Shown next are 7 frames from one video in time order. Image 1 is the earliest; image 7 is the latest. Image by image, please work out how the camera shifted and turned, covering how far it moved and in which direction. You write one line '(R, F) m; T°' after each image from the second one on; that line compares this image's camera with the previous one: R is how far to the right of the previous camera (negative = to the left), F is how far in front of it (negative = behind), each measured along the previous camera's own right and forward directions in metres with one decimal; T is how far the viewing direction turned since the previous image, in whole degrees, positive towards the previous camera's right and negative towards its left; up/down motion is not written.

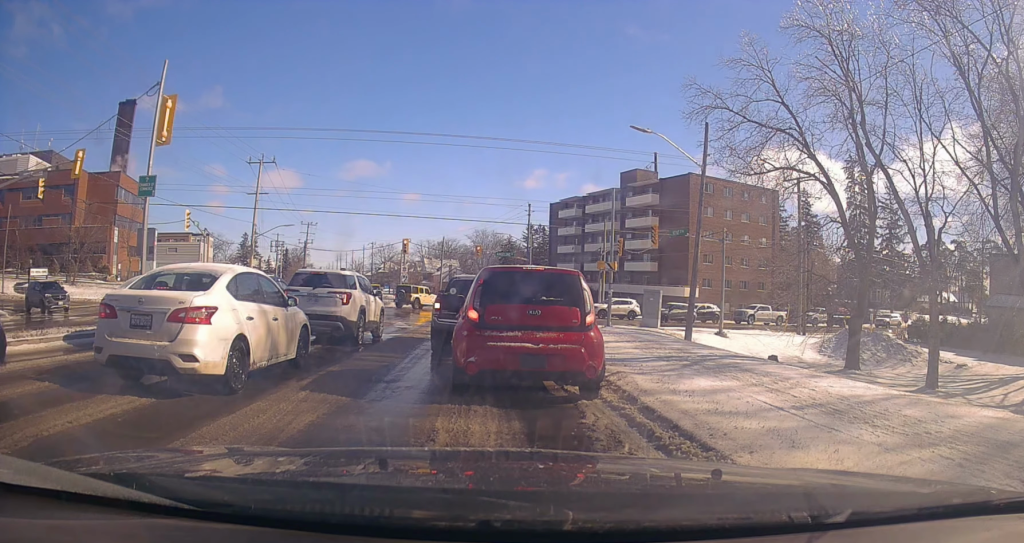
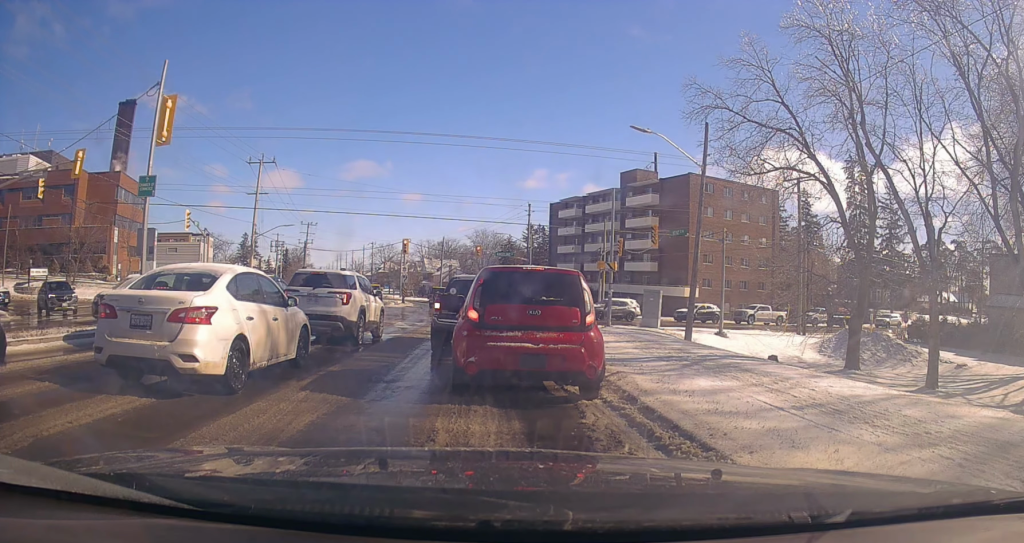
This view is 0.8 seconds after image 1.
(0.0, 0.0) m; 0°
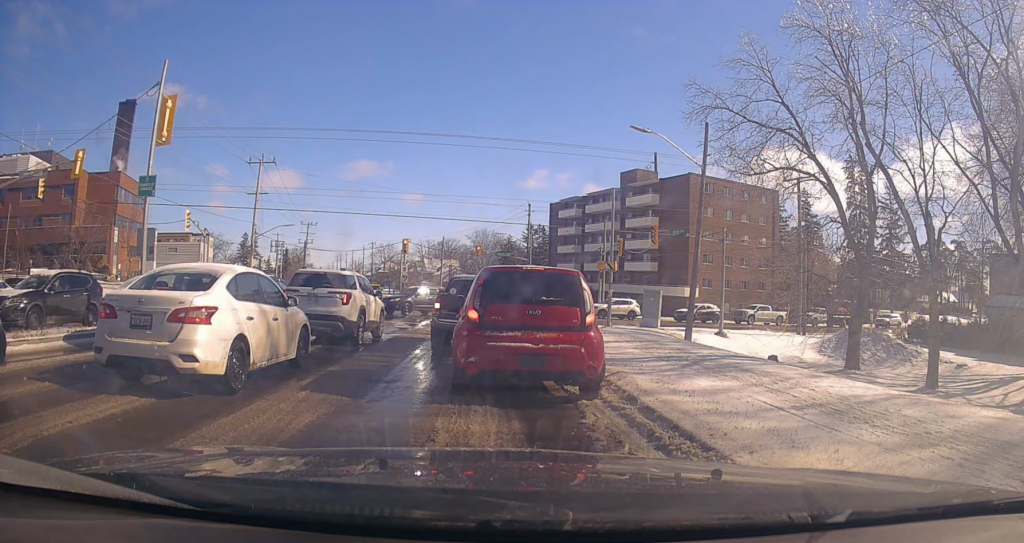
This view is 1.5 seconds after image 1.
(0.0, 0.0) m; 0°
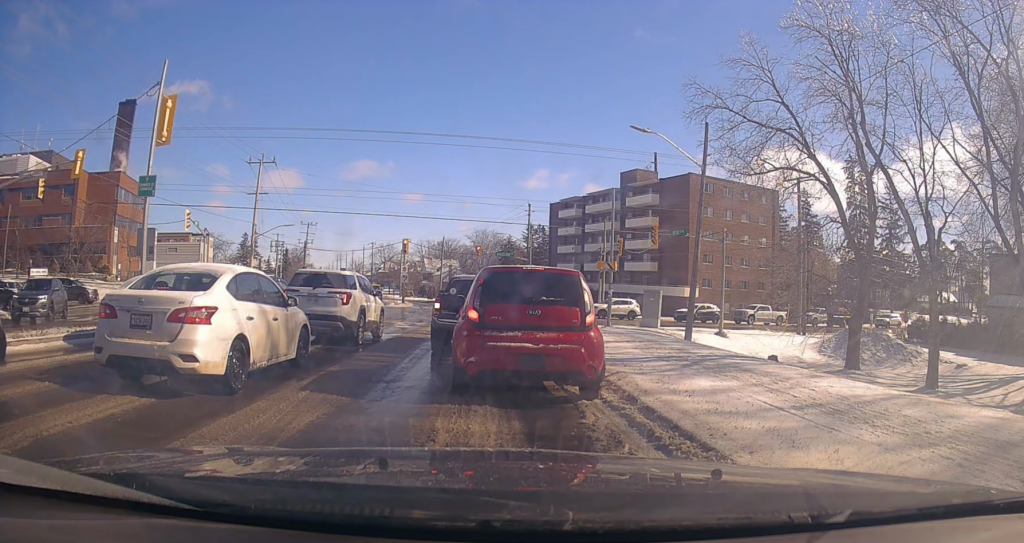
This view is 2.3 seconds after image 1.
(0.0, 0.0) m; 0°
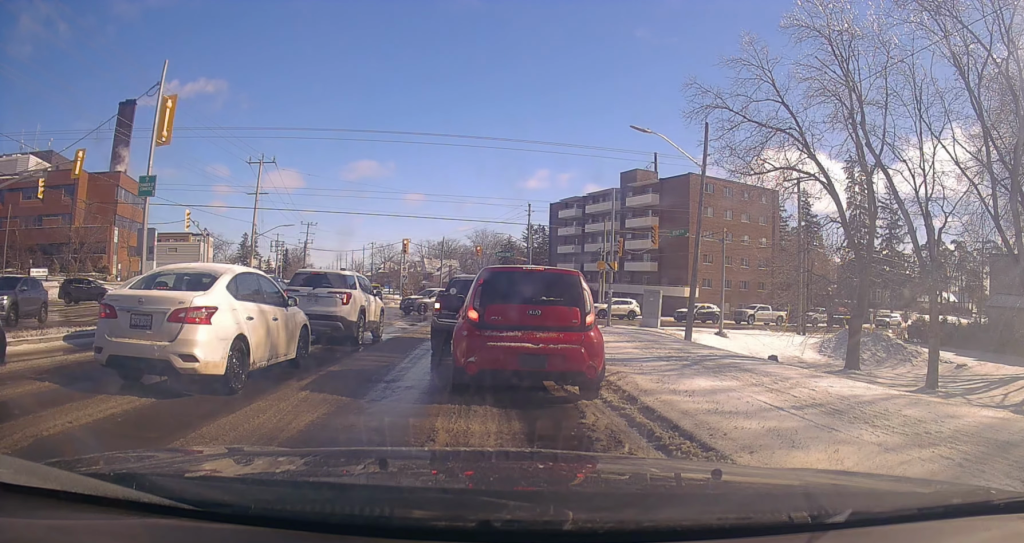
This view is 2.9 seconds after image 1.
(0.0, 0.0) m; 0°
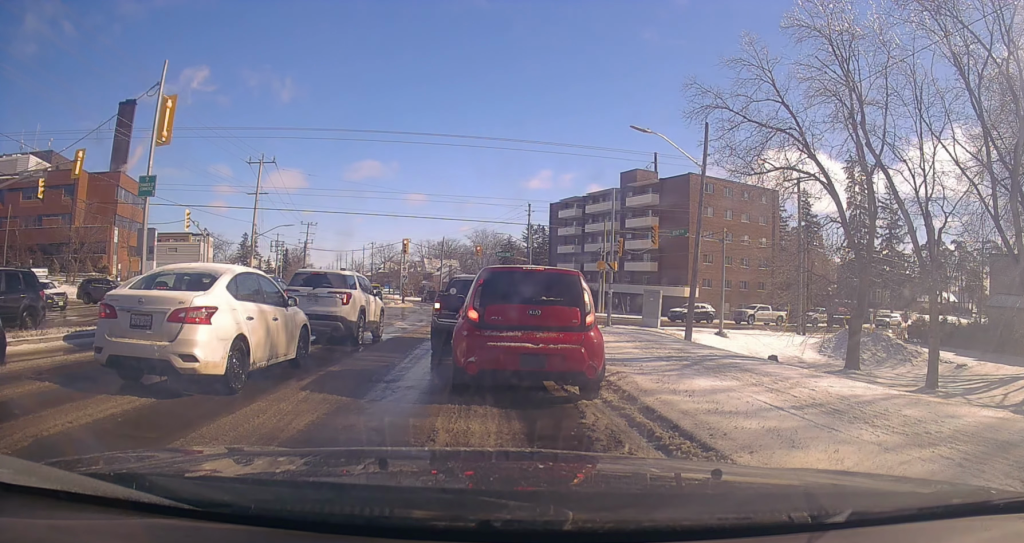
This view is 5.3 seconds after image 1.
(0.0, 0.0) m; 0°
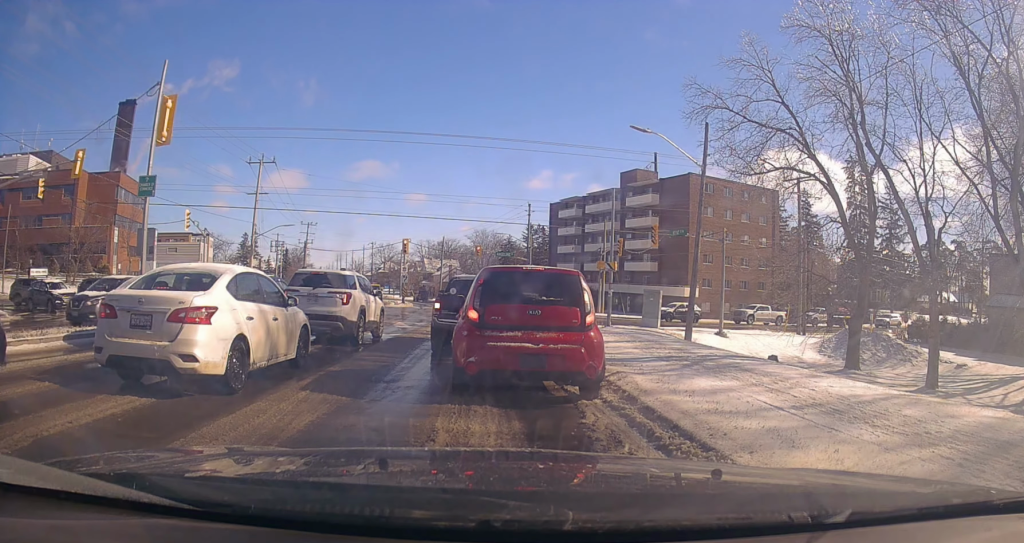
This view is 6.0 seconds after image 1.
(0.0, 0.0) m; 0°
